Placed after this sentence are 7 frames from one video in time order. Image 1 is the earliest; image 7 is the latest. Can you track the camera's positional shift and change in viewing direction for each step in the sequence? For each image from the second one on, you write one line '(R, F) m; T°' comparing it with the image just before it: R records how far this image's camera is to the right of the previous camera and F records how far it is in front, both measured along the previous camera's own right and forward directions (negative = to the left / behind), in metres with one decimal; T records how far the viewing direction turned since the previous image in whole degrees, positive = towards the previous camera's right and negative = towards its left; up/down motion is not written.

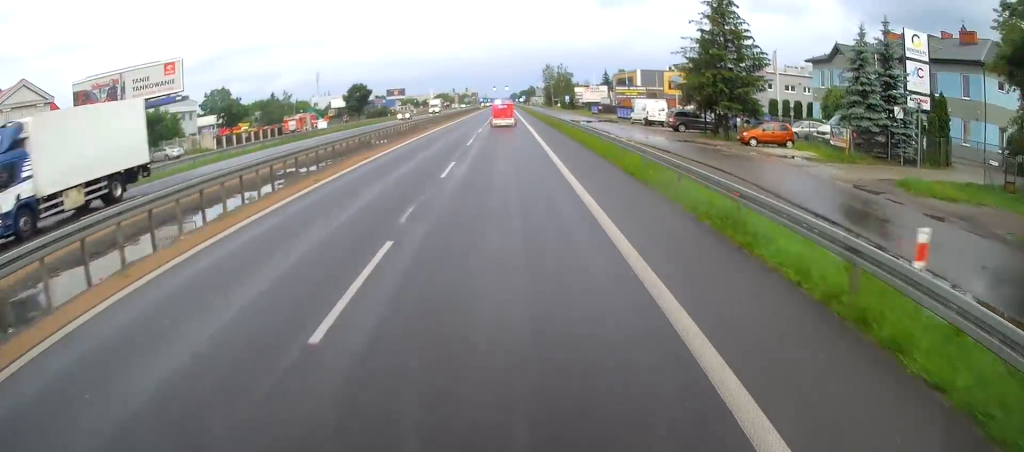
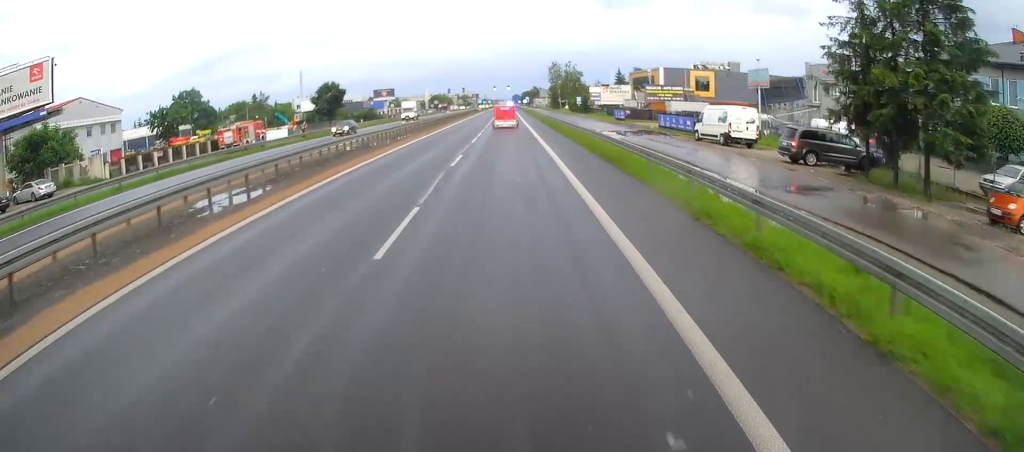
(+0.1, +21.2) m; 0°
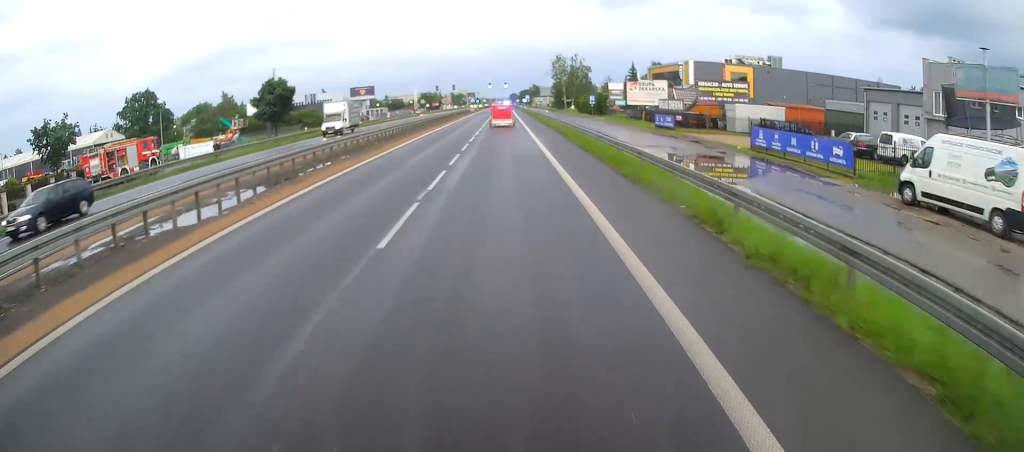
(-0.1, +23.6) m; -1°
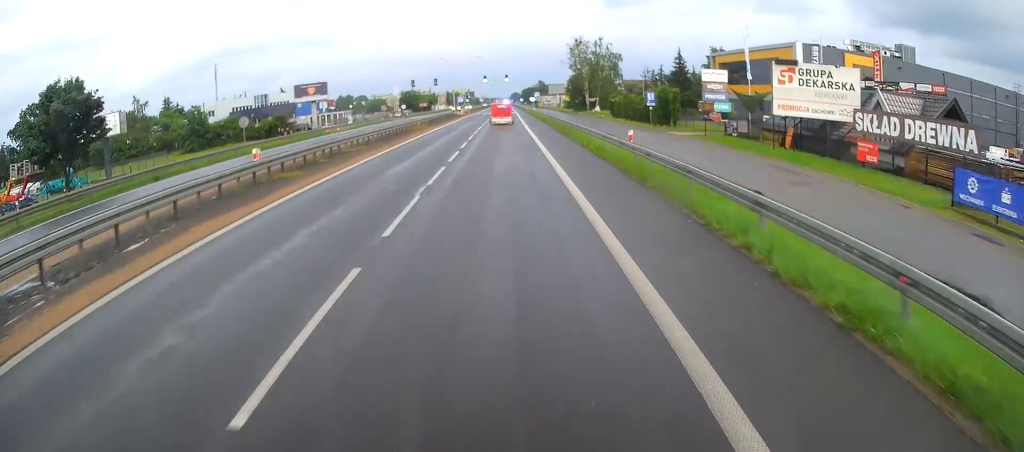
(-0.2, +41.6) m; 0°
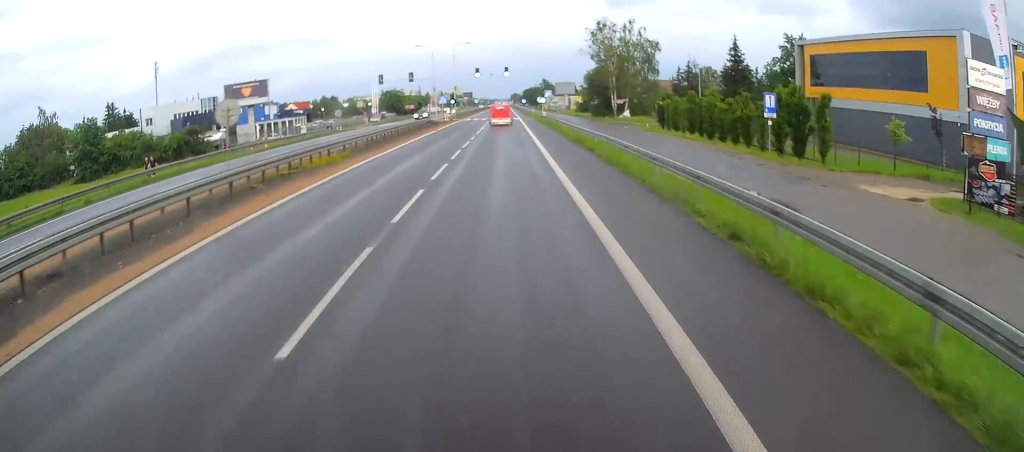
(+0.3, +28.4) m; +1°
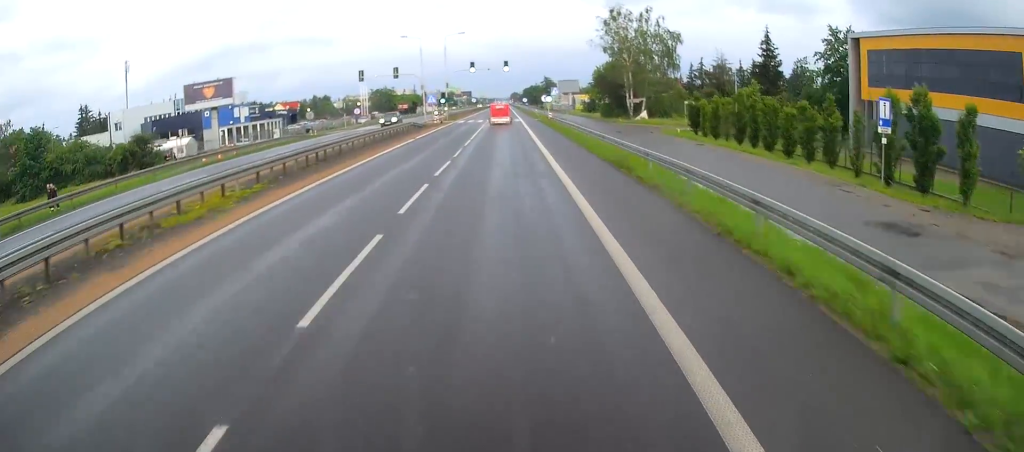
(+0.1, +11.1) m; 0°
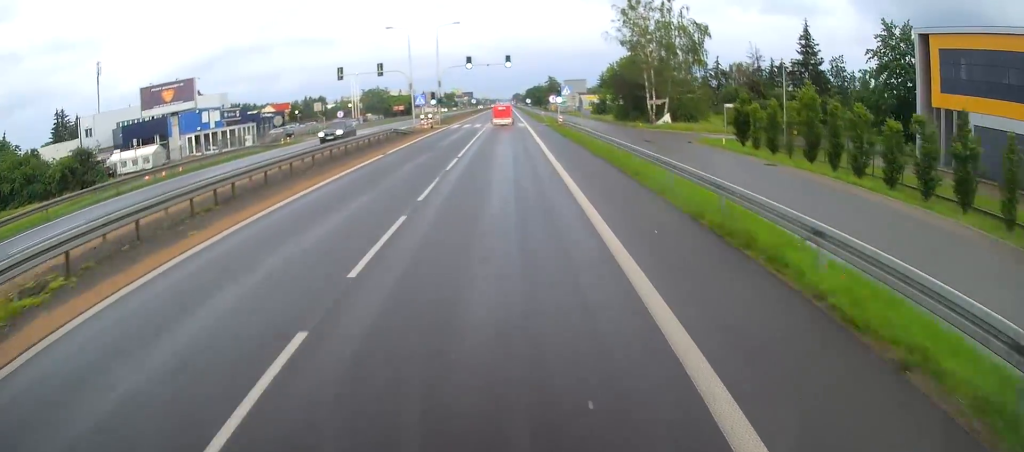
(-0.1, +9.9) m; 0°
